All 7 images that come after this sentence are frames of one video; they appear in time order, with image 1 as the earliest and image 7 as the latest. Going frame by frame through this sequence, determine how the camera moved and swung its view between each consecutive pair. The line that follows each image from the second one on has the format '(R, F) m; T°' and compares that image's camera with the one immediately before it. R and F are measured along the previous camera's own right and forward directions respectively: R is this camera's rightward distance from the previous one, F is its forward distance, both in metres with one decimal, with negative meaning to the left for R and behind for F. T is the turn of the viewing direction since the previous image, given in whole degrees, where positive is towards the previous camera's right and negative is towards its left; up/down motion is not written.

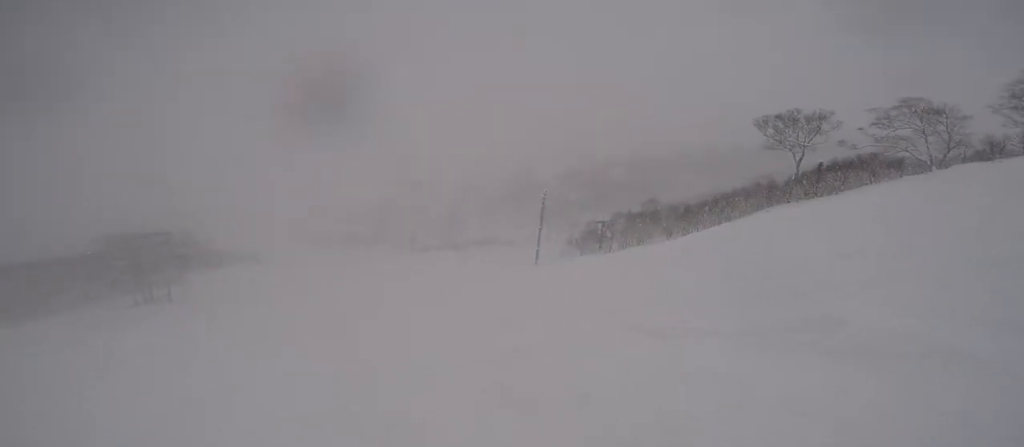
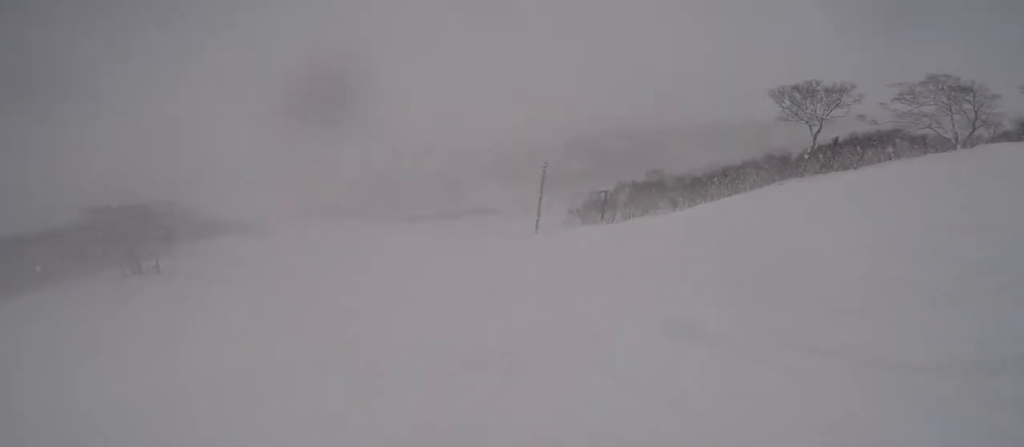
(-0.4, +2.1) m; -4°
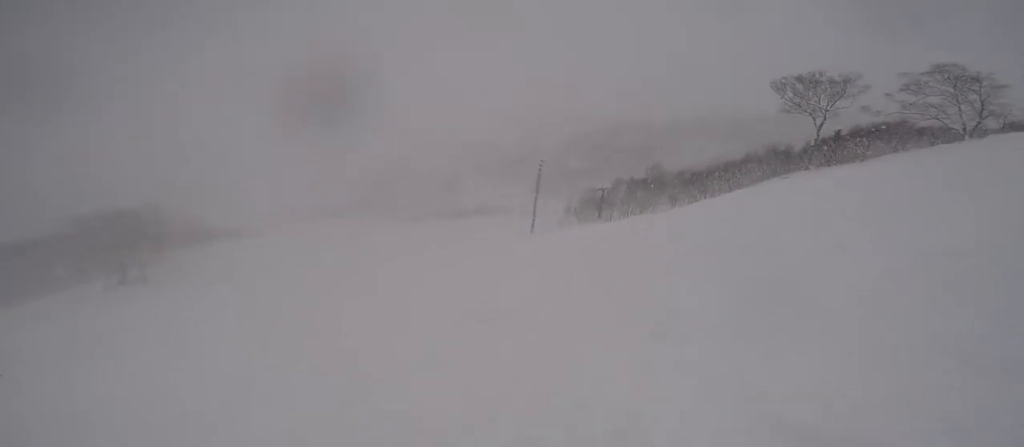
(-0.1, +2.0) m; +1°
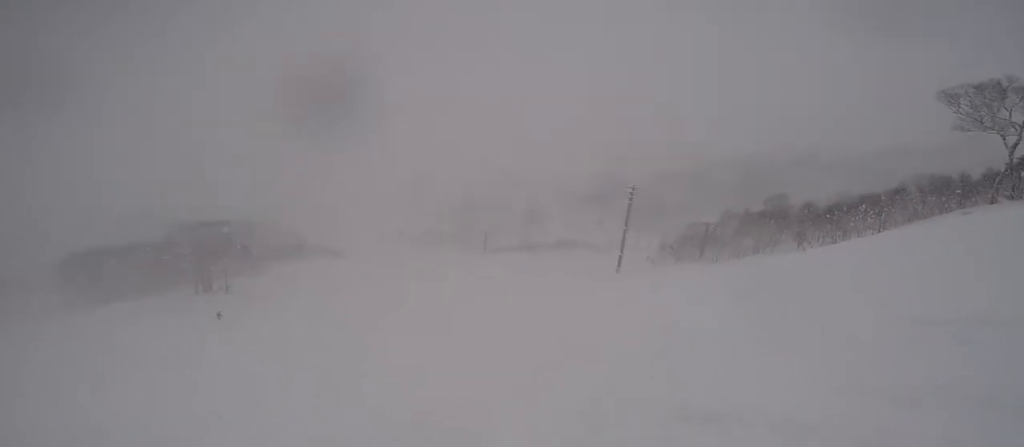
(+0.3, +8.2) m; -5°
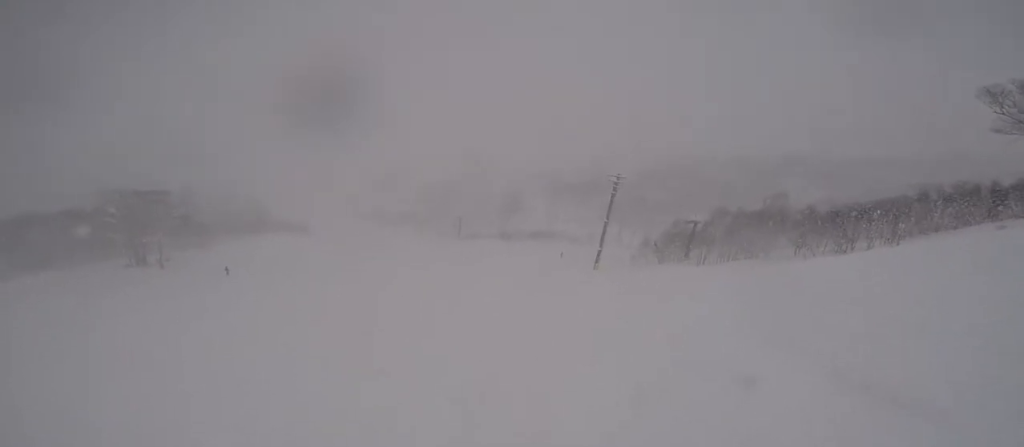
(+1.3, +6.7) m; 0°
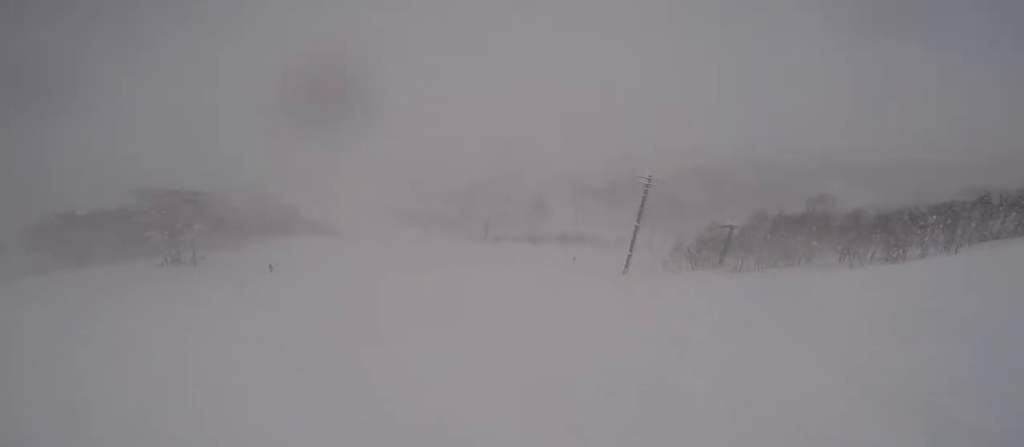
(-0.1, +1.7) m; -10°
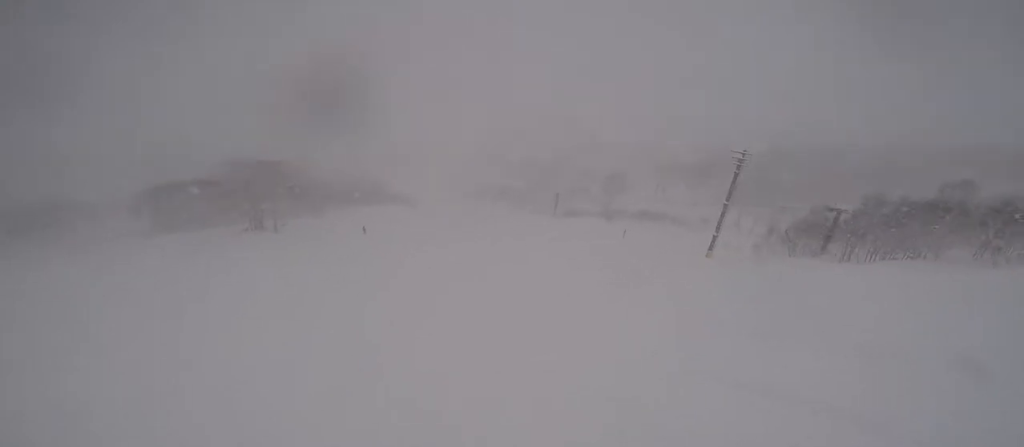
(-0.8, +3.4) m; -23°
